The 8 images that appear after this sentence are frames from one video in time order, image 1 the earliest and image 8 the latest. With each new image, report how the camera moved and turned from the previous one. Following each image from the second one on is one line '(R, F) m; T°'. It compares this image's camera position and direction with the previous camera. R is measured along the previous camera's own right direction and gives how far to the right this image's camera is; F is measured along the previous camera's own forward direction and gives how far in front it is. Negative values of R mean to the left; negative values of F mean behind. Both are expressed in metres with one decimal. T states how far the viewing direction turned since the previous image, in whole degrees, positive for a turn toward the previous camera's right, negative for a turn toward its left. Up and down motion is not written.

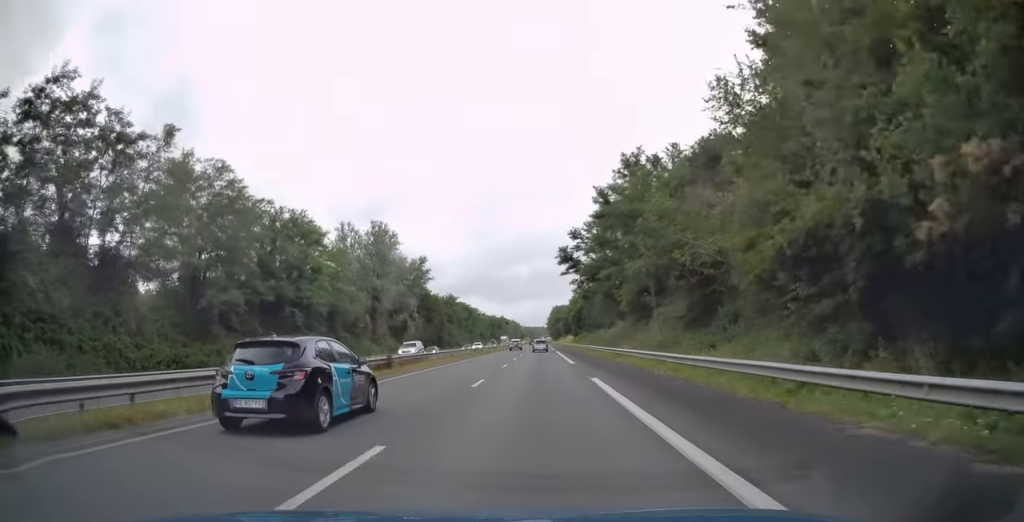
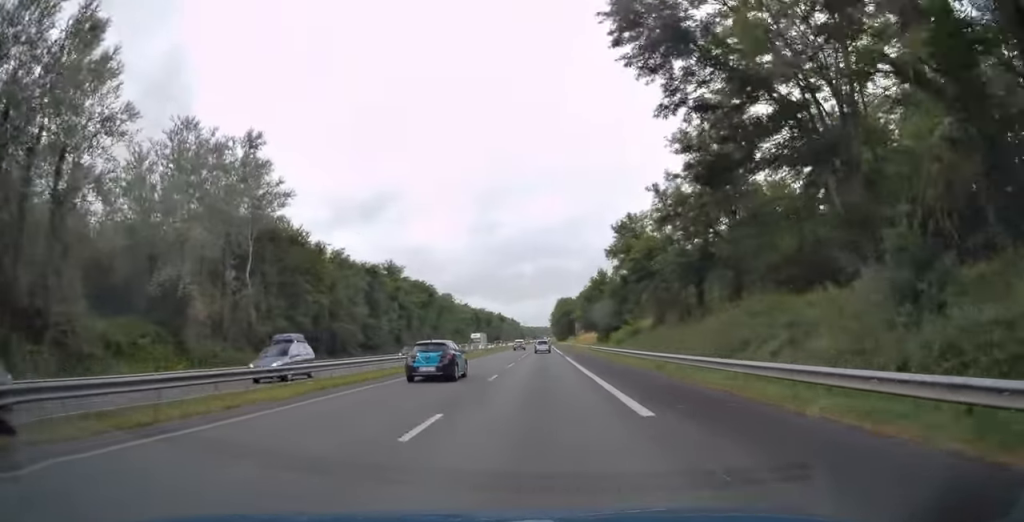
(0.0, +82.1) m; 0°
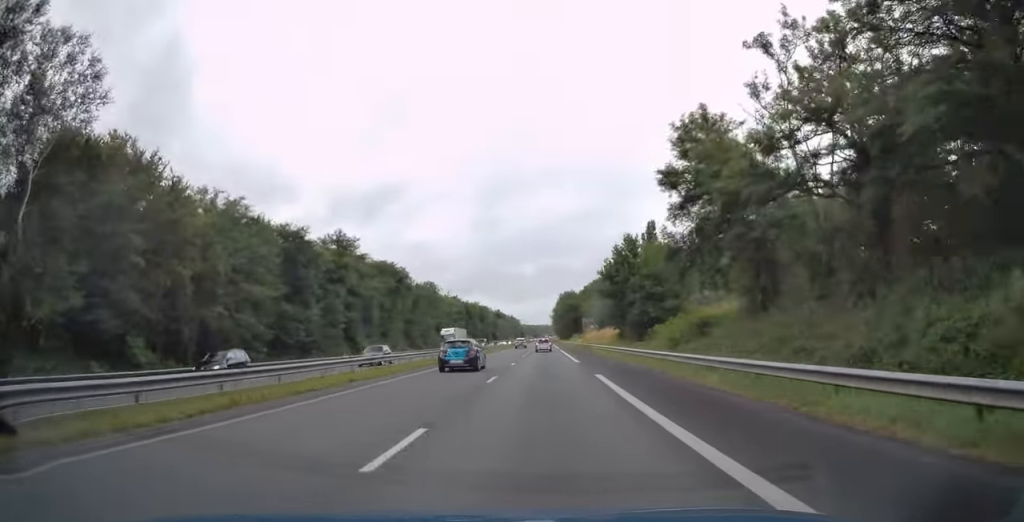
(0.0, +31.1) m; 0°
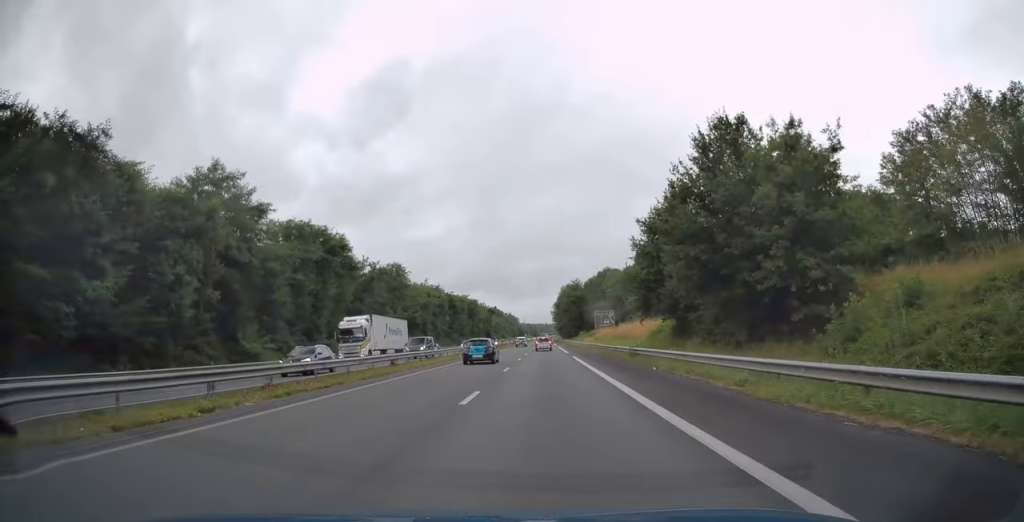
(-0.1, +32.3) m; 0°
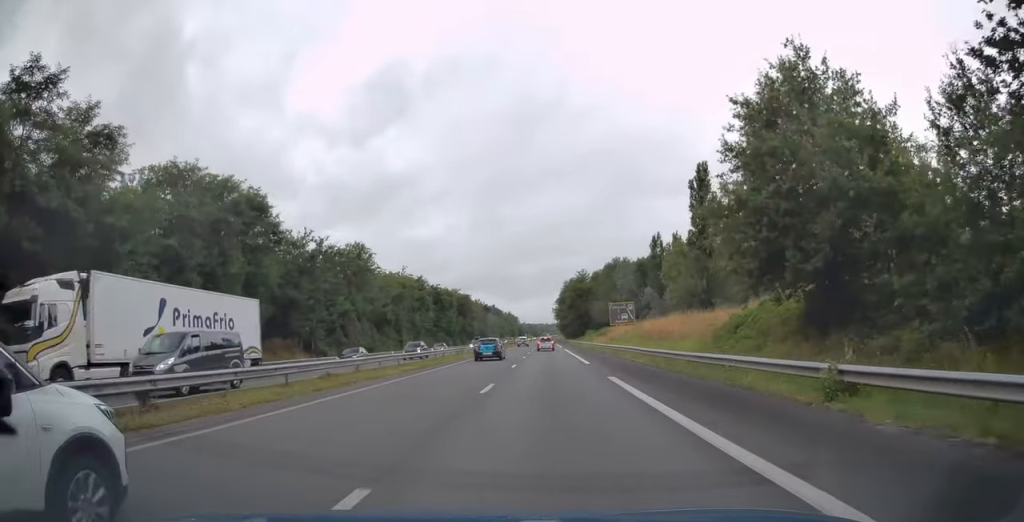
(0.0, +21.0) m; 0°
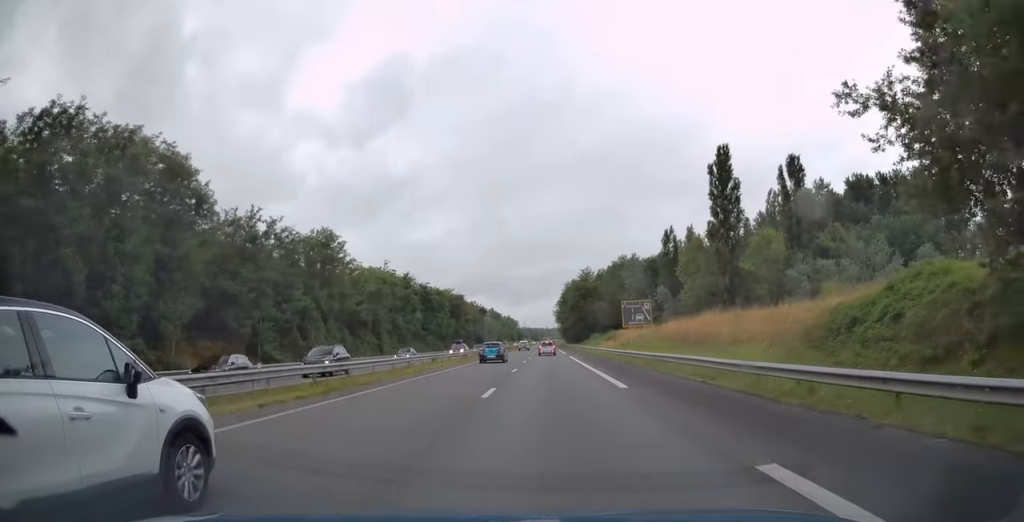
(0.0, +12.2) m; 0°
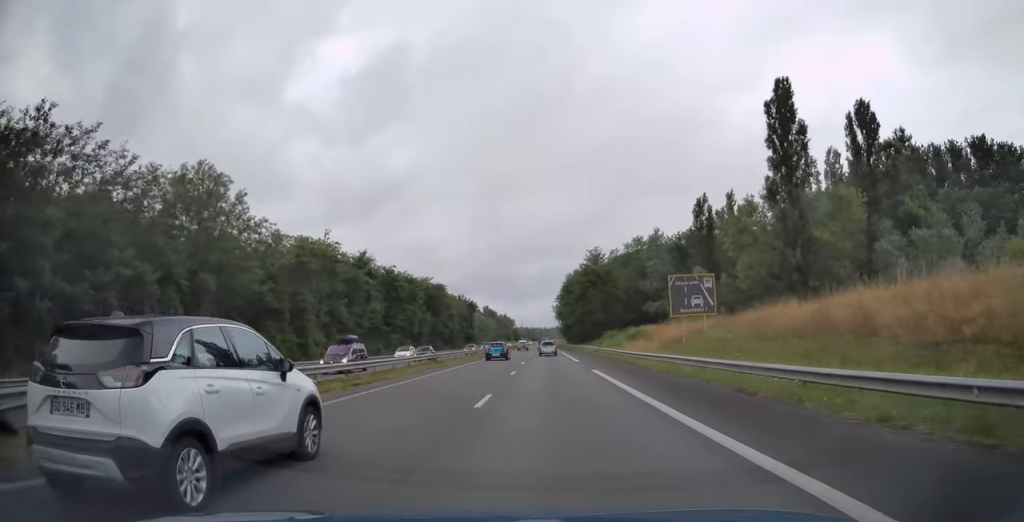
(0.0, +26.5) m; 0°
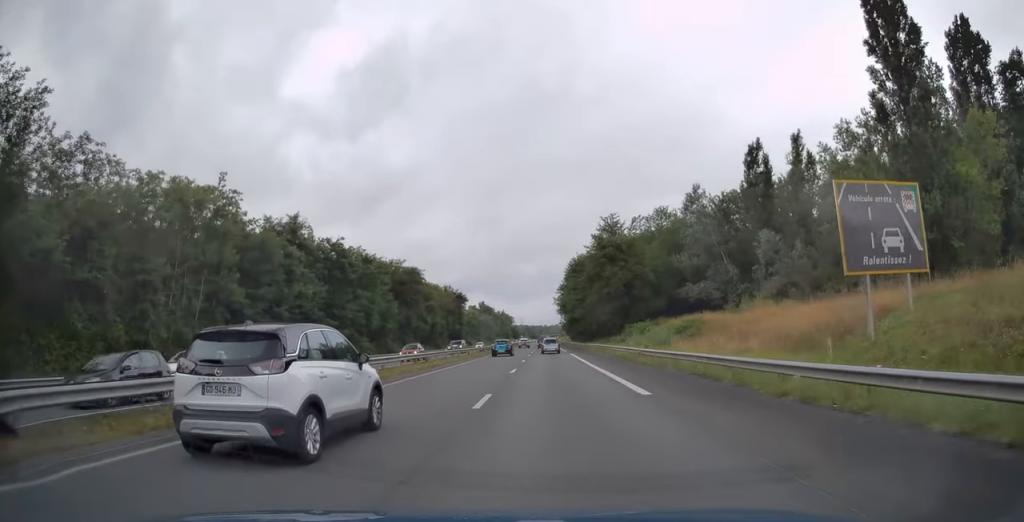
(0.0, +26.4) m; 0°
